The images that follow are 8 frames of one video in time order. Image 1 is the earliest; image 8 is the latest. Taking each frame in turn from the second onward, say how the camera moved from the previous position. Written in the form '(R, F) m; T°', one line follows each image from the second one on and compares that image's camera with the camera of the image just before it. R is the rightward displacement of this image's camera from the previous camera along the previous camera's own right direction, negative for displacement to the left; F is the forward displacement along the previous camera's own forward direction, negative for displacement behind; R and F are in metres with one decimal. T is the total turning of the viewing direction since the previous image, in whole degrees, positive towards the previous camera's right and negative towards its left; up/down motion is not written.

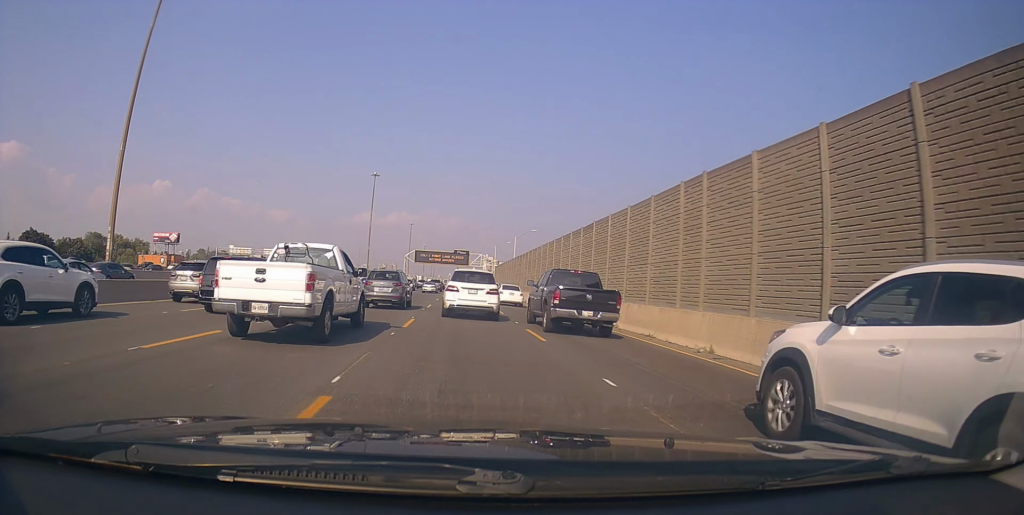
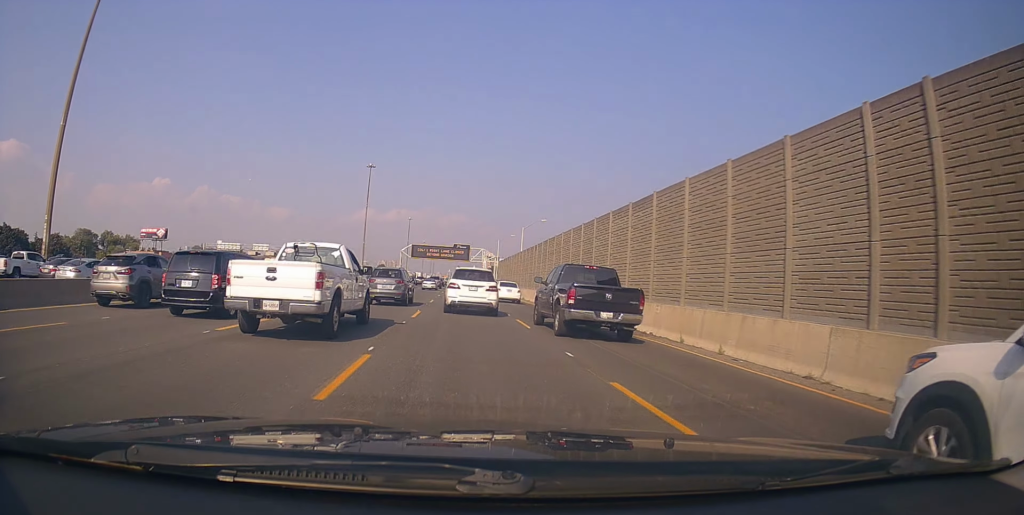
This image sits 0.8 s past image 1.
(-0.5, +8.8) m; -1°
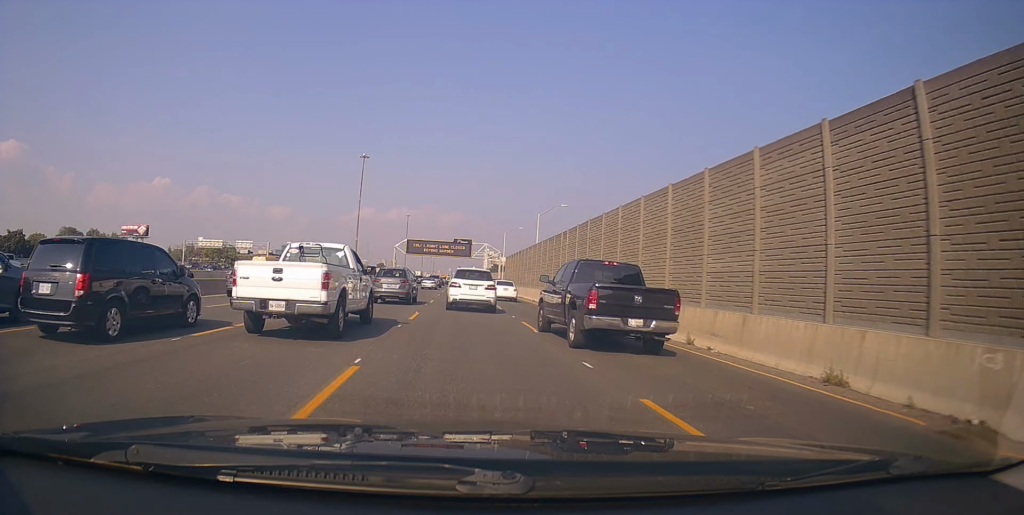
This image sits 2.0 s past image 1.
(+0.3, +13.1) m; +1°
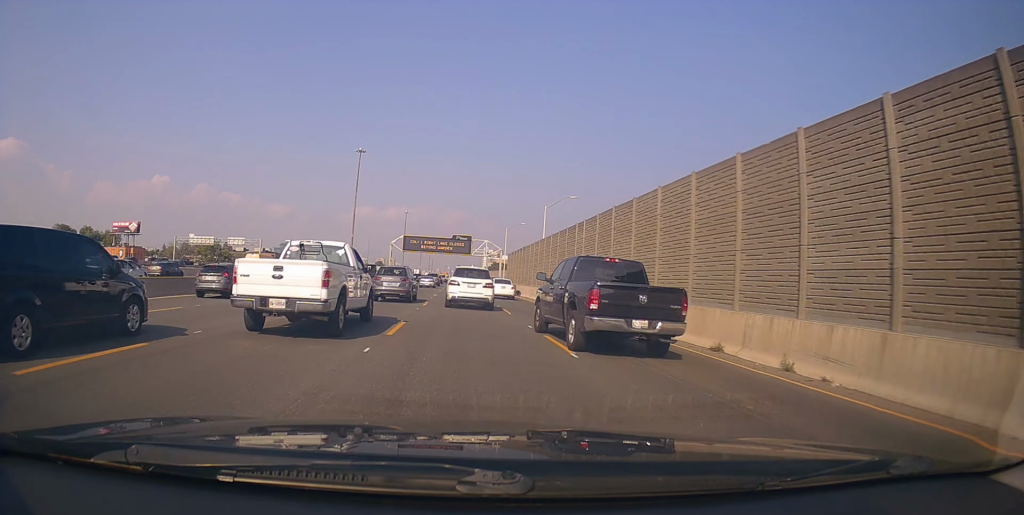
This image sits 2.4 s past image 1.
(0.0, +5.0) m; 0°
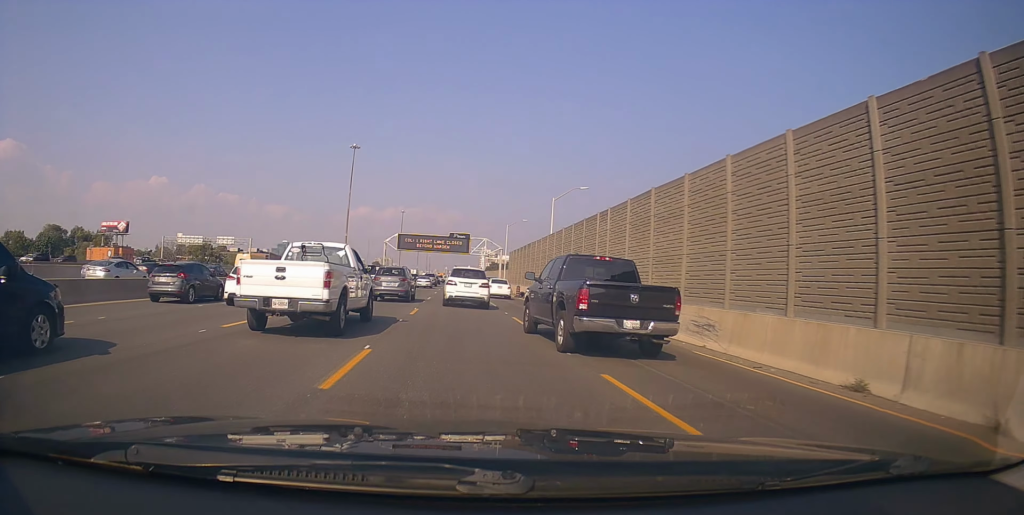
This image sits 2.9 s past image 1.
(-0.2, +5.8) m; -1°
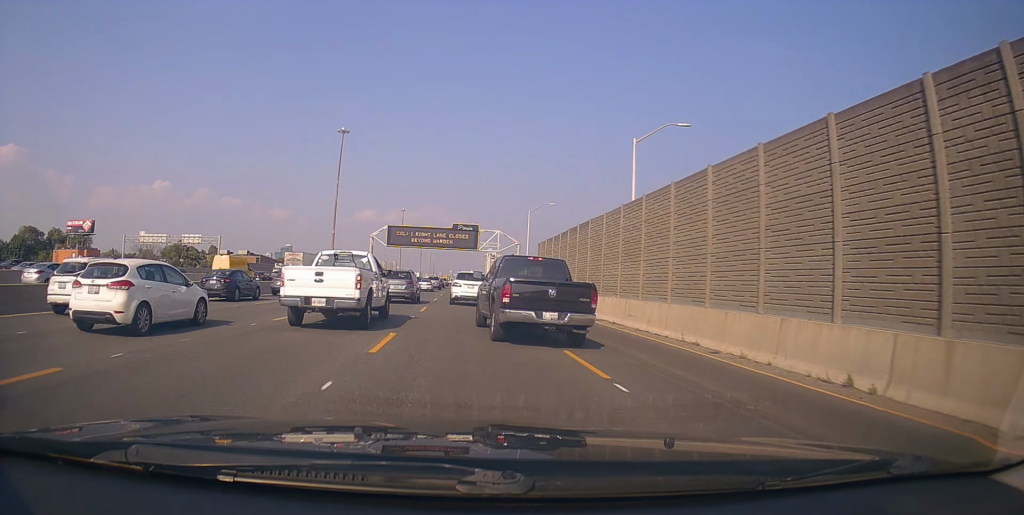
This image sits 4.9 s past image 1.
(+0.5, +21.9) m; +2°
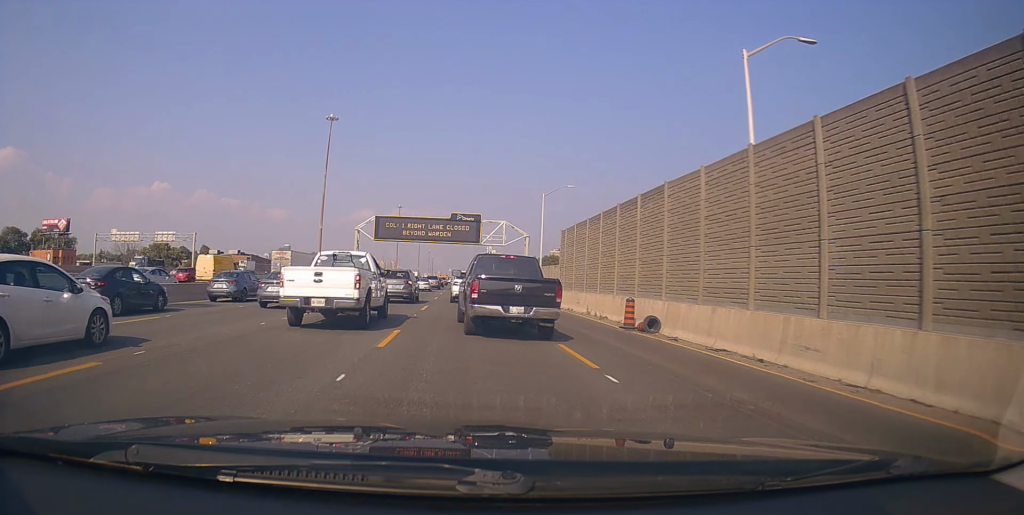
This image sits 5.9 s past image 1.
(-0.1, +11.3) m; 0°
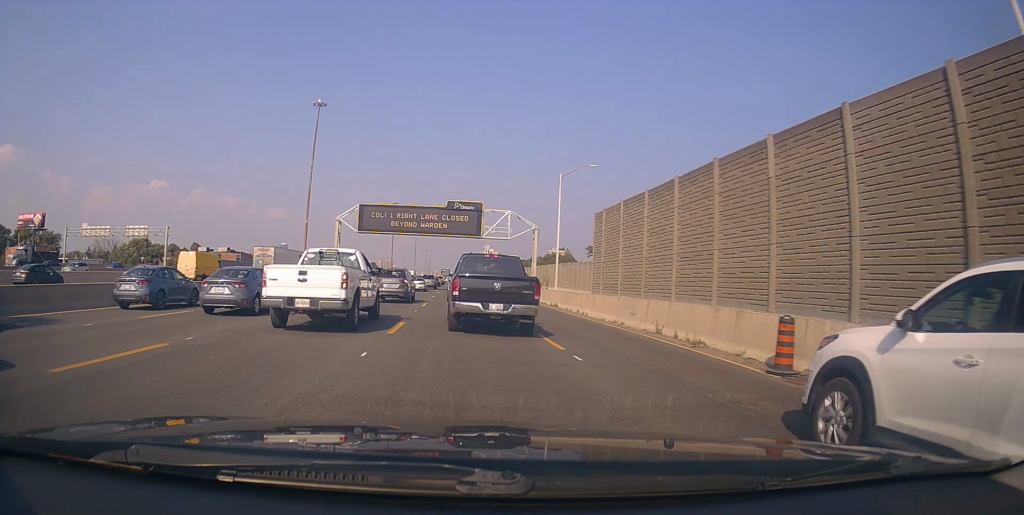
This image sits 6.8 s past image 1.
(+0.1, +10.1) m; -1°
